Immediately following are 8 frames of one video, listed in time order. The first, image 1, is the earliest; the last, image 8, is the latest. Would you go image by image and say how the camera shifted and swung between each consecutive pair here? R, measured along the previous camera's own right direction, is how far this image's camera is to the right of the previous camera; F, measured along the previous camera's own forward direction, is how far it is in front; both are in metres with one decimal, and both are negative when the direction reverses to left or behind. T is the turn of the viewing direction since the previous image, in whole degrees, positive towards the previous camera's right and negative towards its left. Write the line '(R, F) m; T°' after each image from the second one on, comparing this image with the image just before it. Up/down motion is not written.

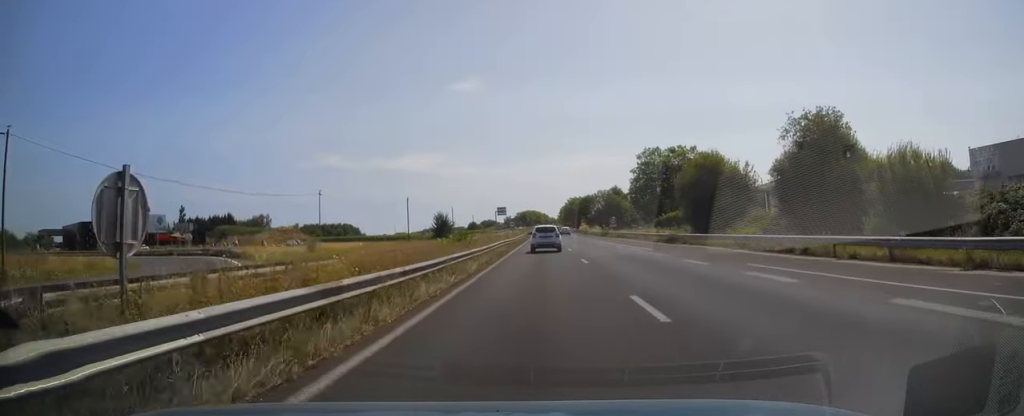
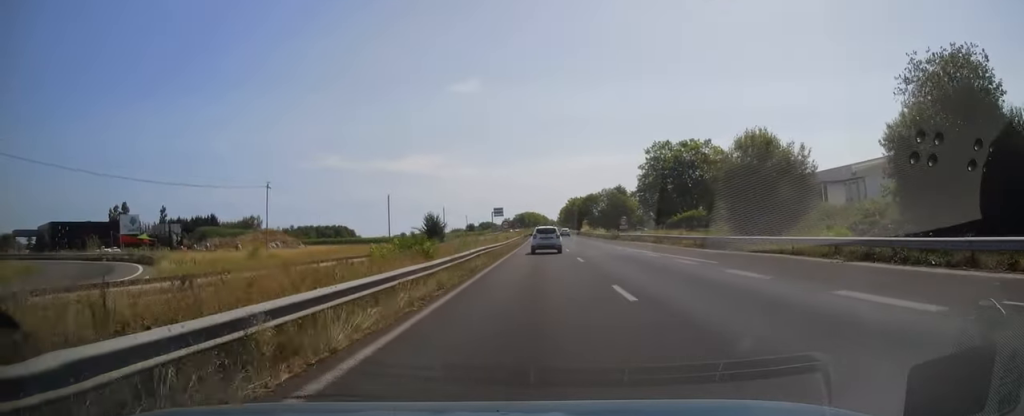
(-0.1, +12.3) m; 0°
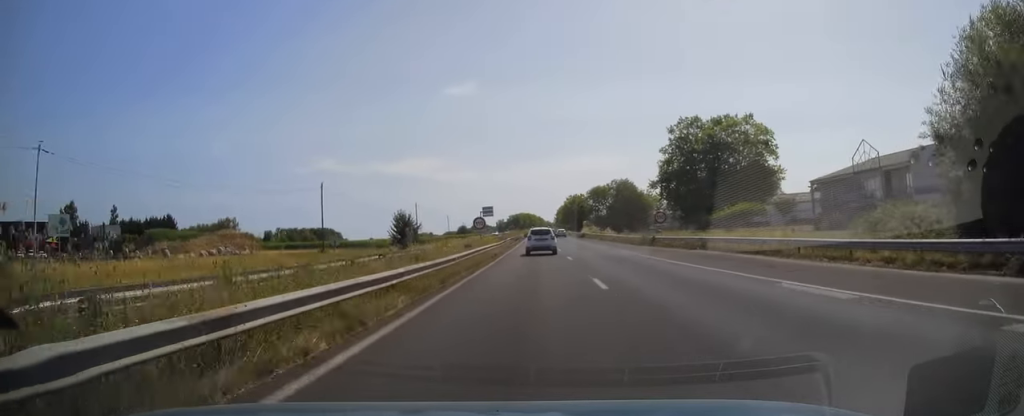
(0.0, +26.5) m; +1°
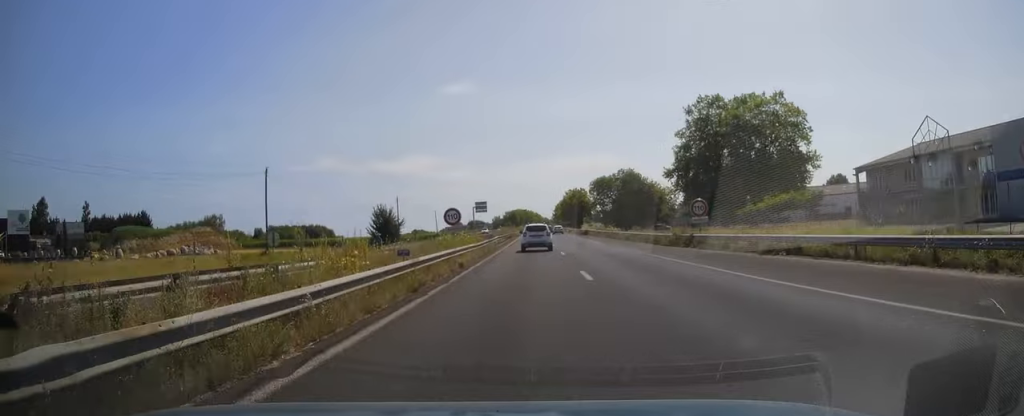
(+0.2, +13.1) m; 0°
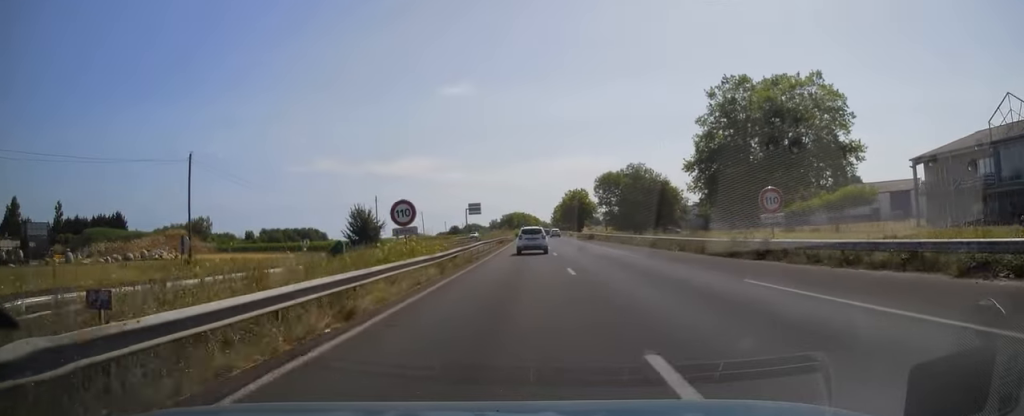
(+0.1, +12.2) m; 0°
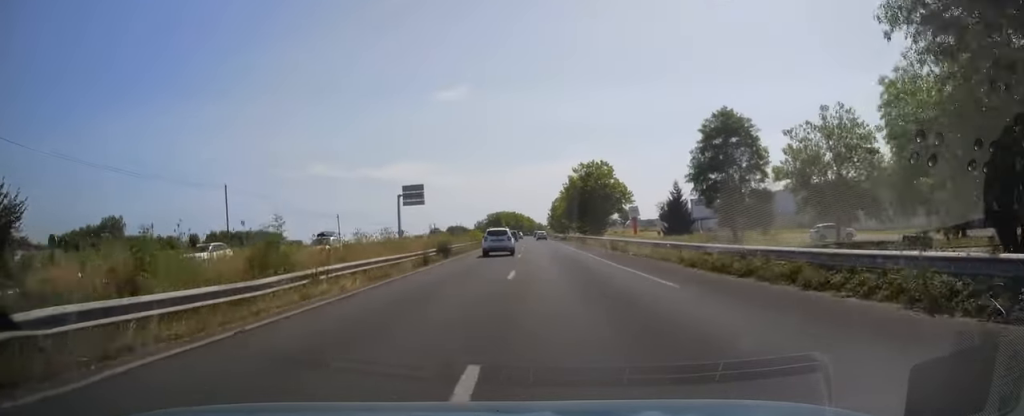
(+0.3, +73.4) m; 0°
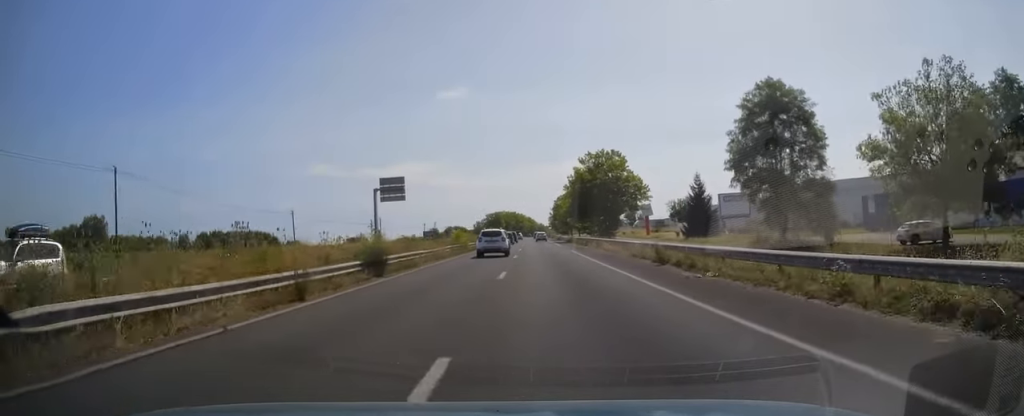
(0.0, +14.0) m; 0°
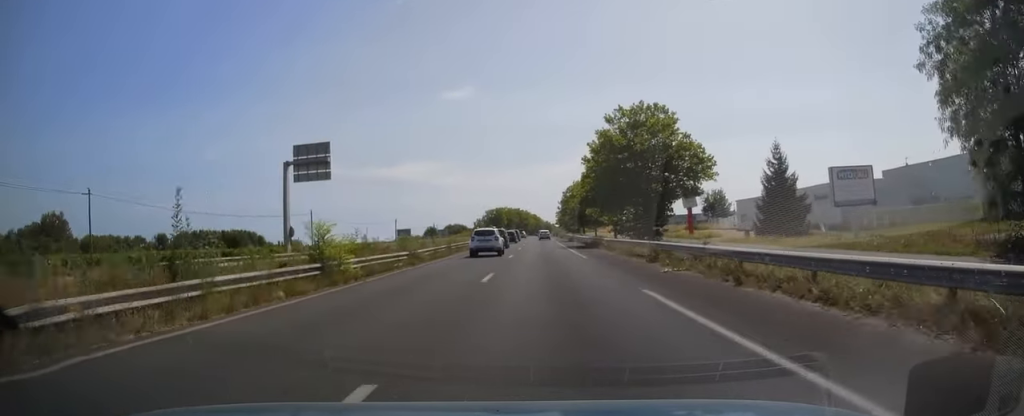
(0.0, +30.4) m; 0°
